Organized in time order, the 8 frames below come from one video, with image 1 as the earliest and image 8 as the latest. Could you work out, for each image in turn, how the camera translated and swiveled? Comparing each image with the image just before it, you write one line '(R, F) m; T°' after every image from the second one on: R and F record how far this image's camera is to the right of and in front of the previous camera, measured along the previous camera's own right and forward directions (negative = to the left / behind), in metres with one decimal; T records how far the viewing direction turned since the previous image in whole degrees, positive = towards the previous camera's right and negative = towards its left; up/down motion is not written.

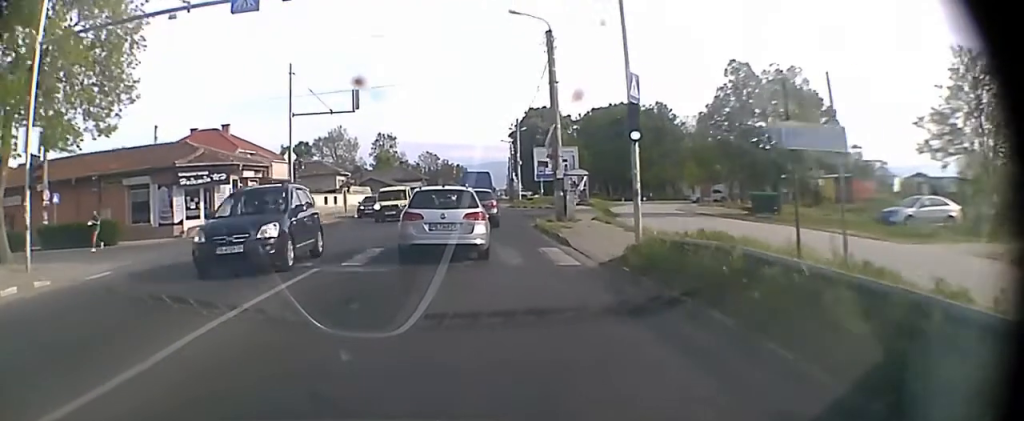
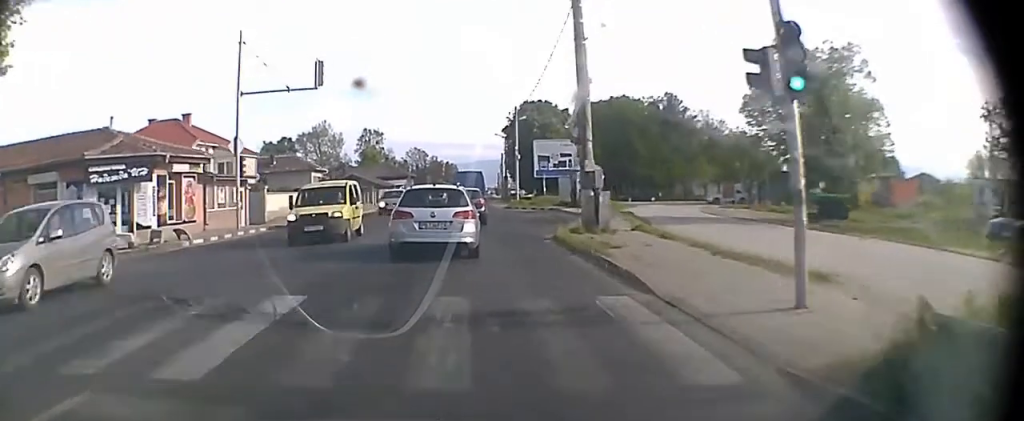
(0.0, +8.1) m; 0°
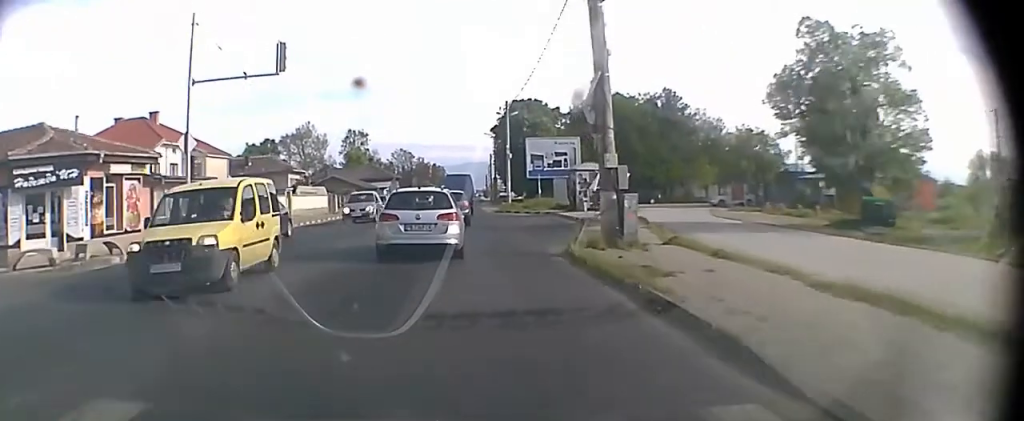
(0.0, +4.6) m; 0°
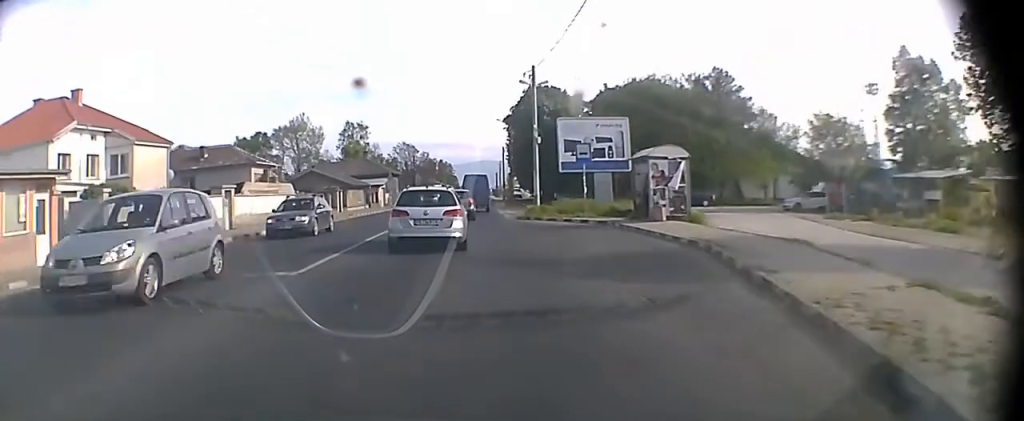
(+0.1, +13.2) m; 0°
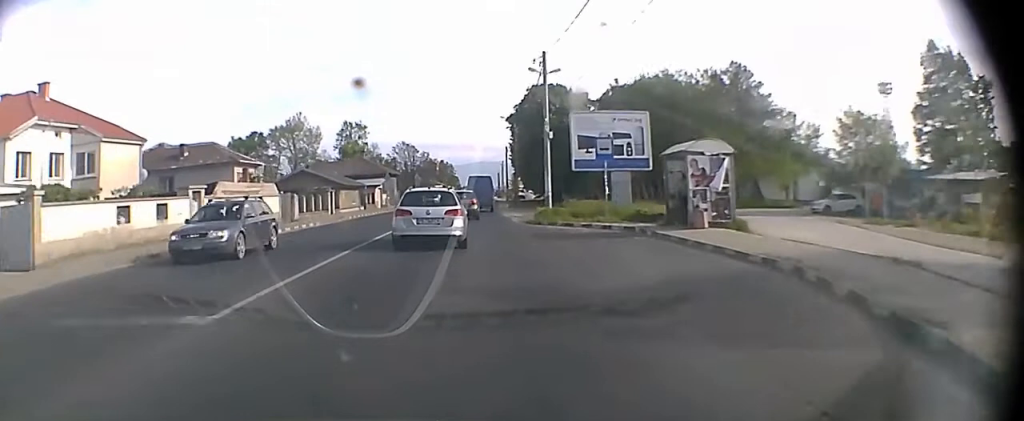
(0.0, +4.3) m; 0°
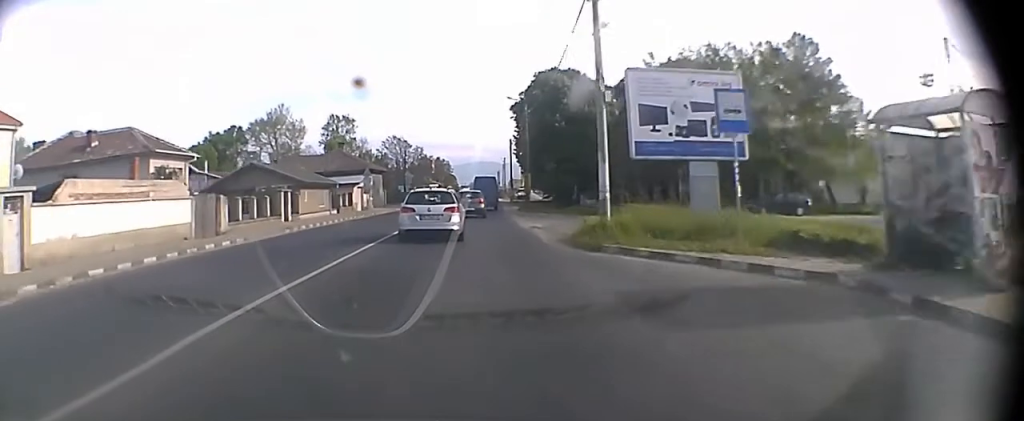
(+0.1, +14.1) m; 0°
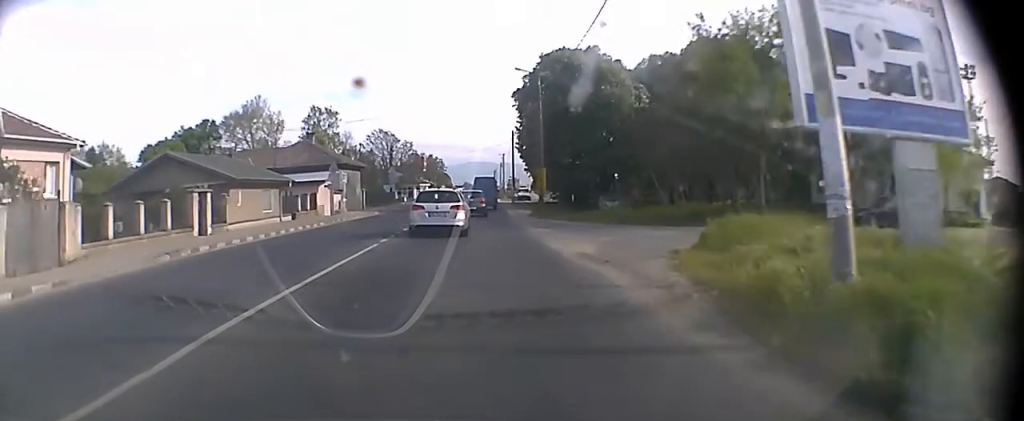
(0.0, +11.4) m; 0°
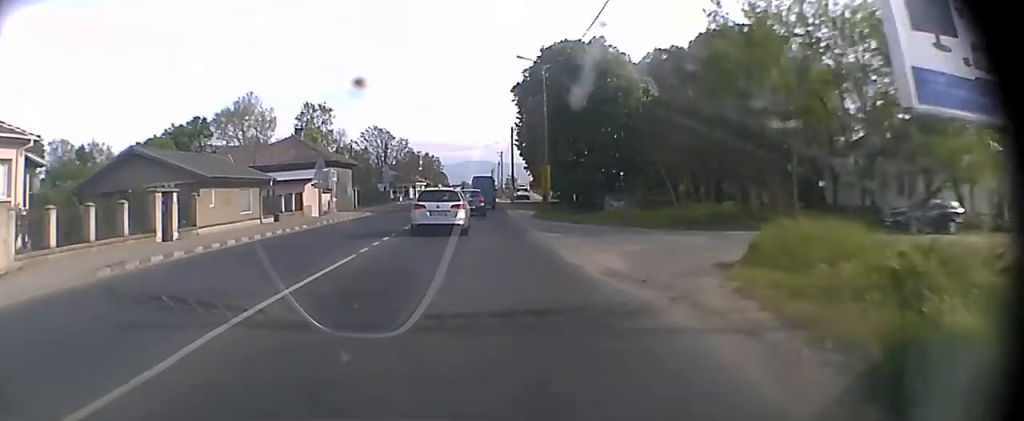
(0.0, +4.3) m; 0°
